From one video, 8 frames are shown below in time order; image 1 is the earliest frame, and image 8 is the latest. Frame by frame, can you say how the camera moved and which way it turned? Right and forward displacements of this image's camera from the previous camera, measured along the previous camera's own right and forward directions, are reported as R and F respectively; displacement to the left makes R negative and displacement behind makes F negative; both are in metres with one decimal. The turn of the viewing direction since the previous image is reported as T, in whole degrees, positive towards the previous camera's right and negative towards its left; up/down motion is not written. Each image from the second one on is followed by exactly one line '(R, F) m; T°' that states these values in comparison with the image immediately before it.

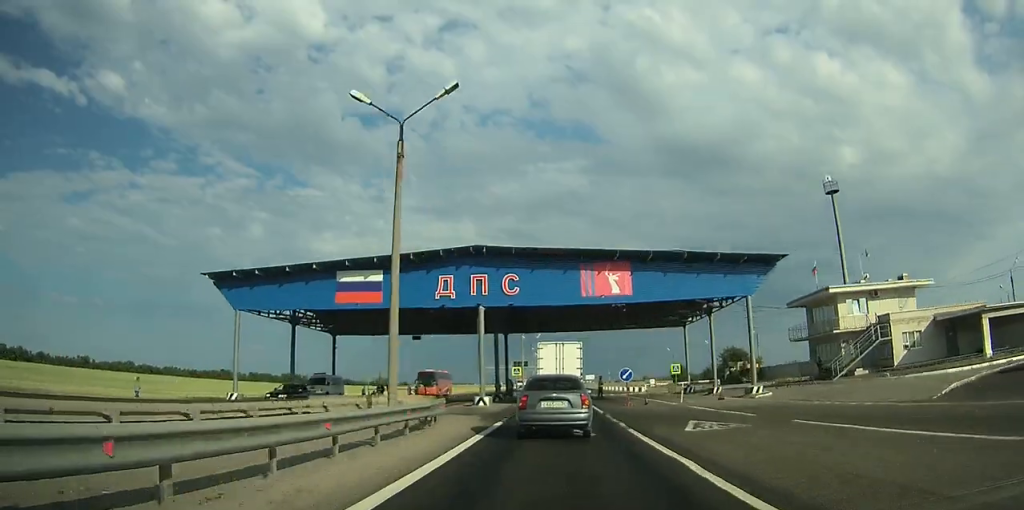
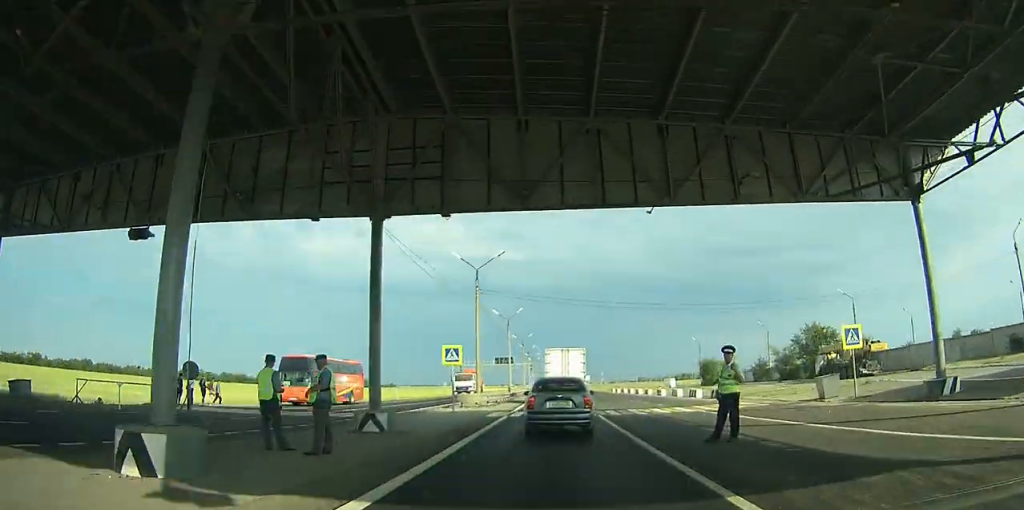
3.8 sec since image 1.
(+0.1, +39.0) m; +1°
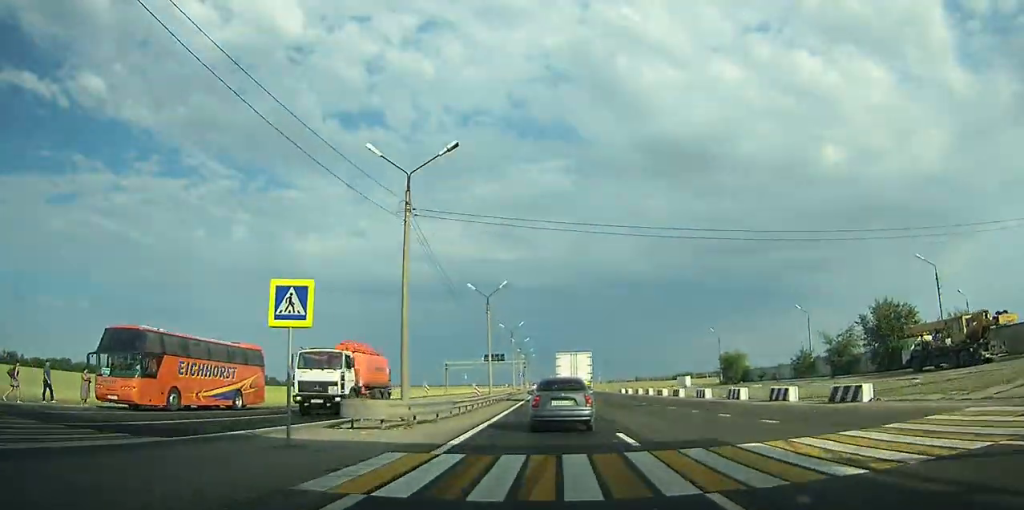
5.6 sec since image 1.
(+0.1, +19.0) m; 0°
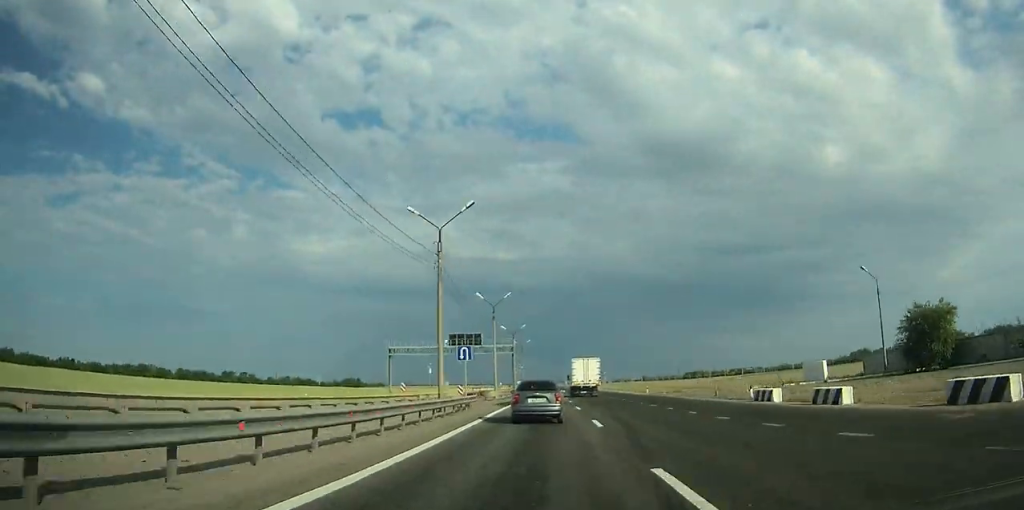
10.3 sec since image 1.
(0.0, +54.0) m; -1°
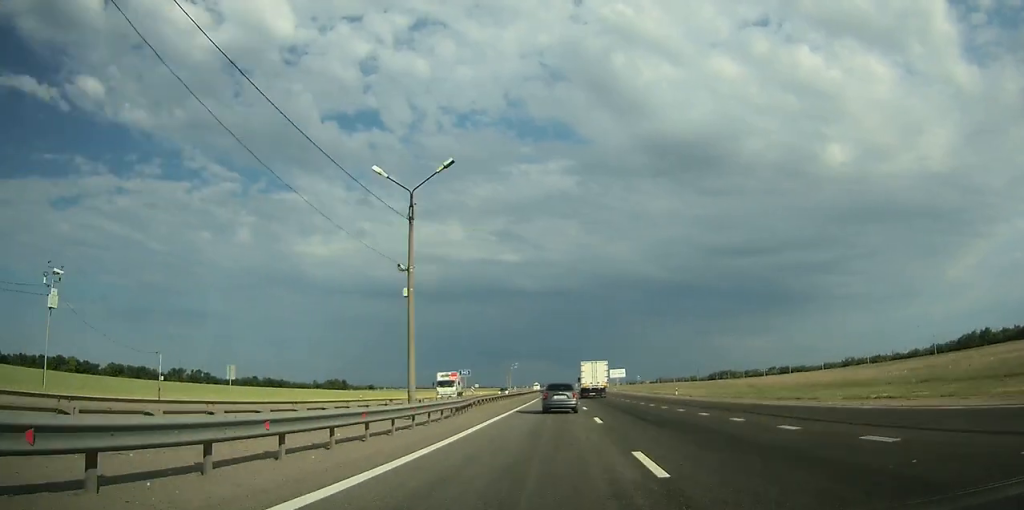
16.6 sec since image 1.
(-1.1, +94.0) m; -1°
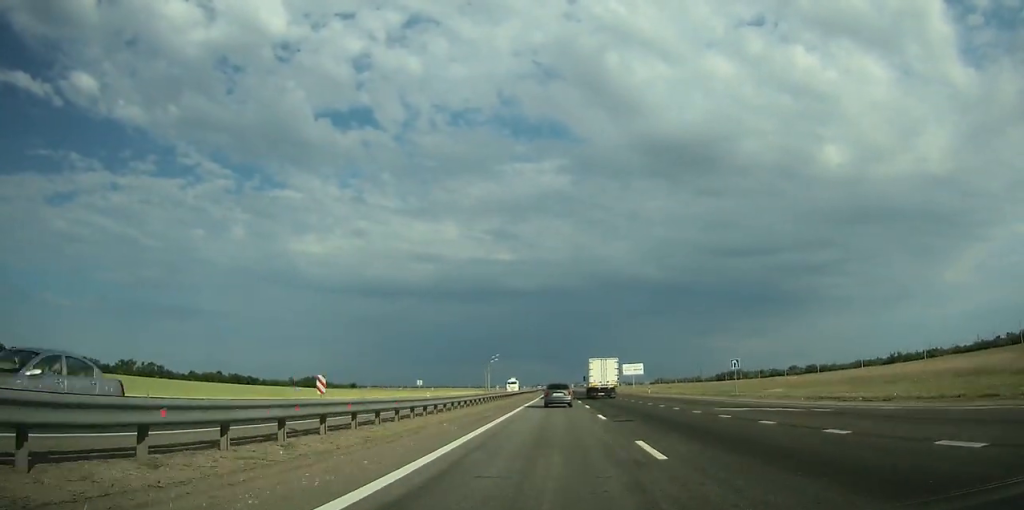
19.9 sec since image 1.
(+0.2, +59.6) m; 0°
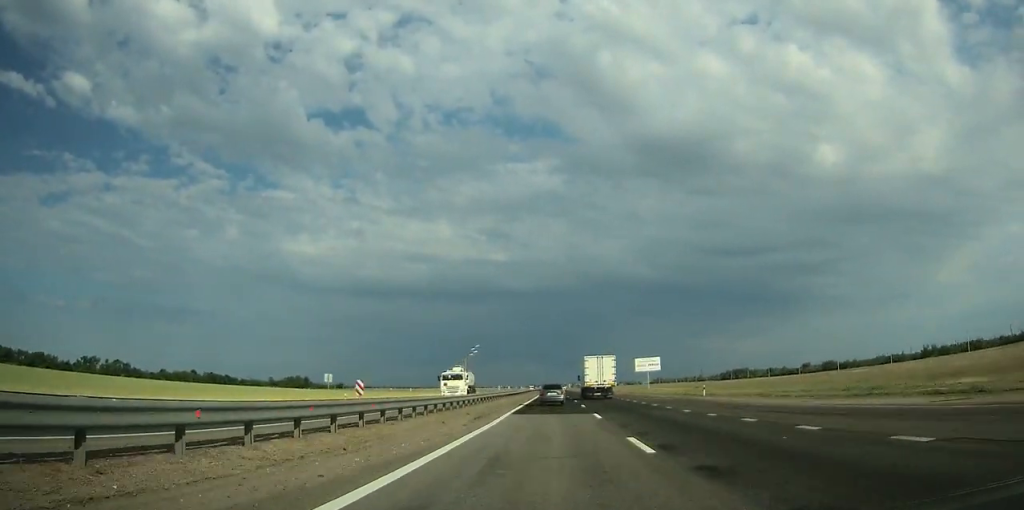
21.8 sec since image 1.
(+0.2, +36.3) m; 0°
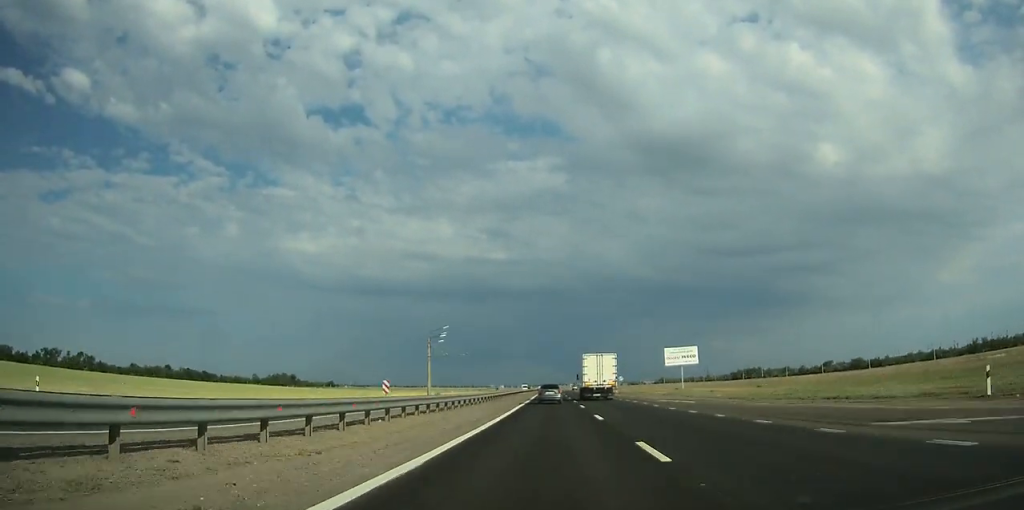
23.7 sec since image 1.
(0.0, +37.4) m; 0°
